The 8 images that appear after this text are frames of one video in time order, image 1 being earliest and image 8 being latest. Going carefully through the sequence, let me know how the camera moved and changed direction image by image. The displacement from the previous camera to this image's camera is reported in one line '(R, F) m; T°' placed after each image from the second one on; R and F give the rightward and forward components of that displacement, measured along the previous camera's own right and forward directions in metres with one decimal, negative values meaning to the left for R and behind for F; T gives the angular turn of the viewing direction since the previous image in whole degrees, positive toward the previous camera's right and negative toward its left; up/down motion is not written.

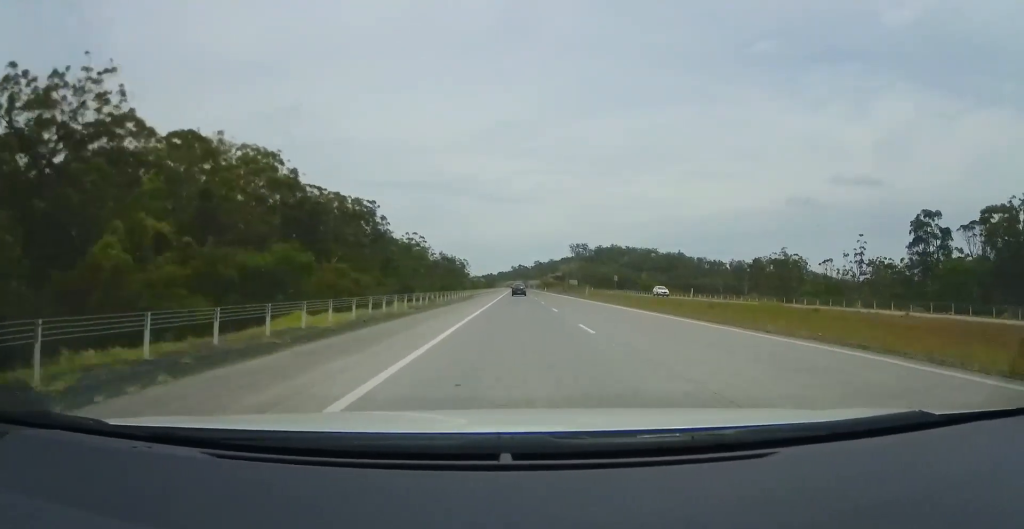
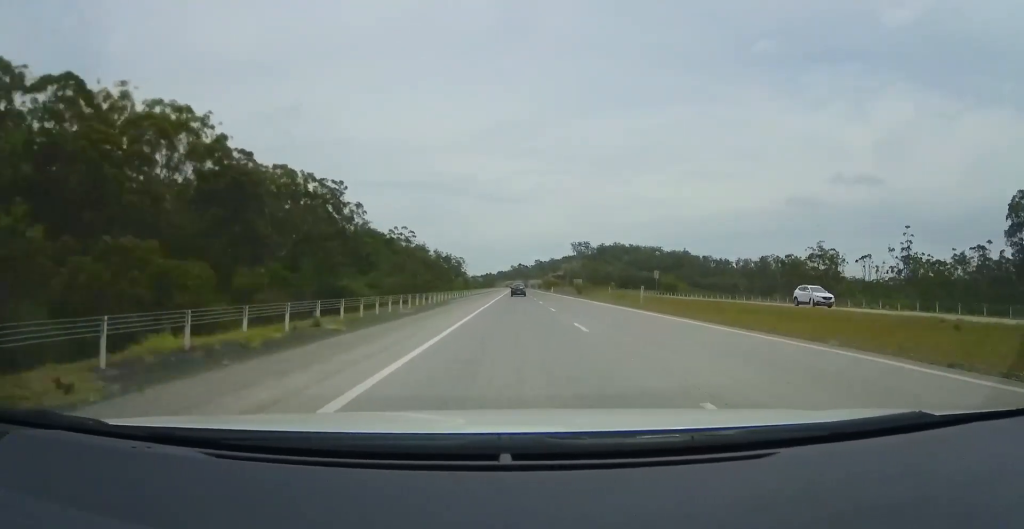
(0.0, +22.6) m; 0°
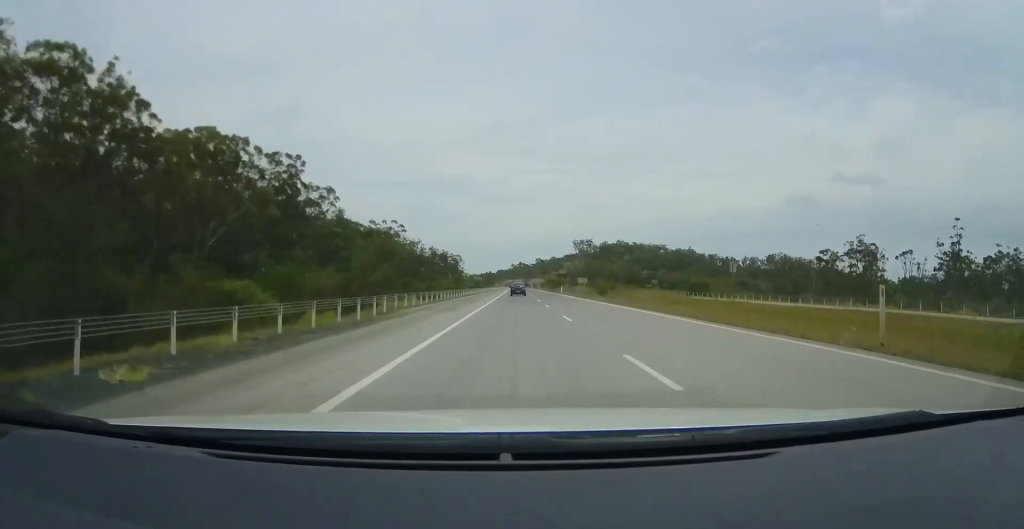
(0.0, +20.3) m; 0°
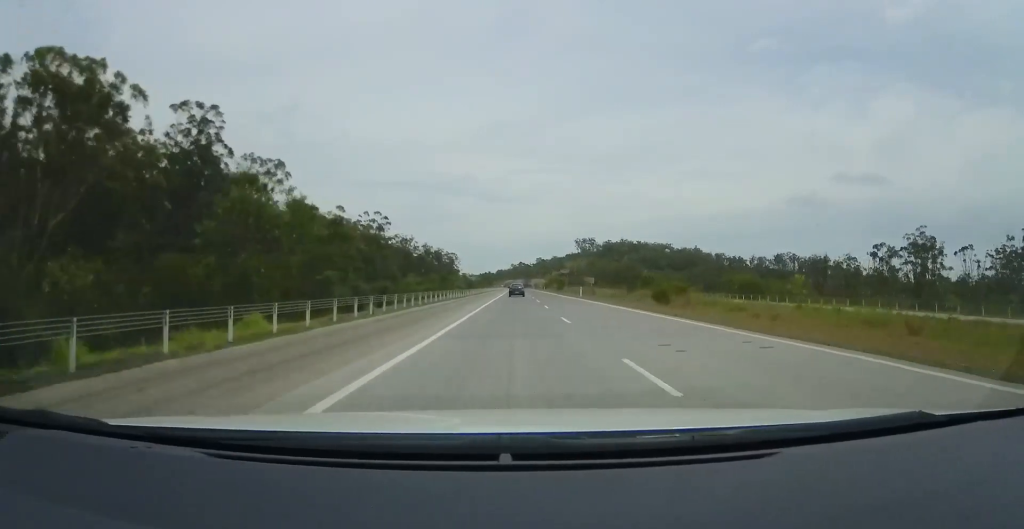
(0.0, +23.9) m; 0°
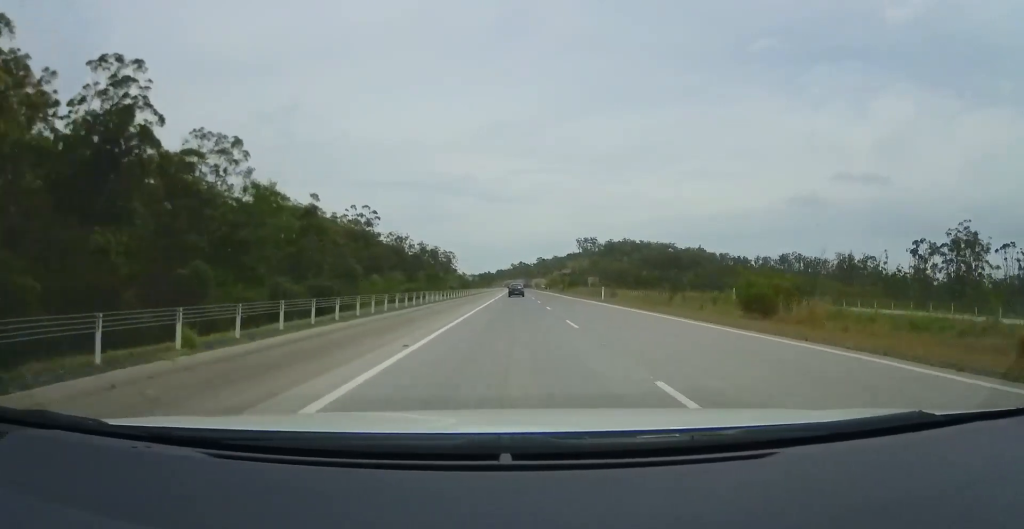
(0.0, +14.4) m; 0°
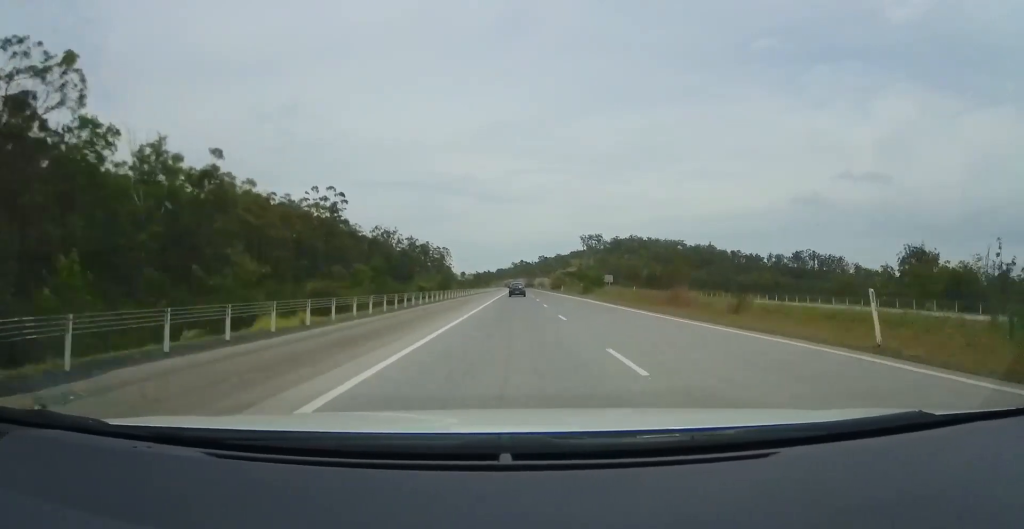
(+0.1, +31.2) m; 0°
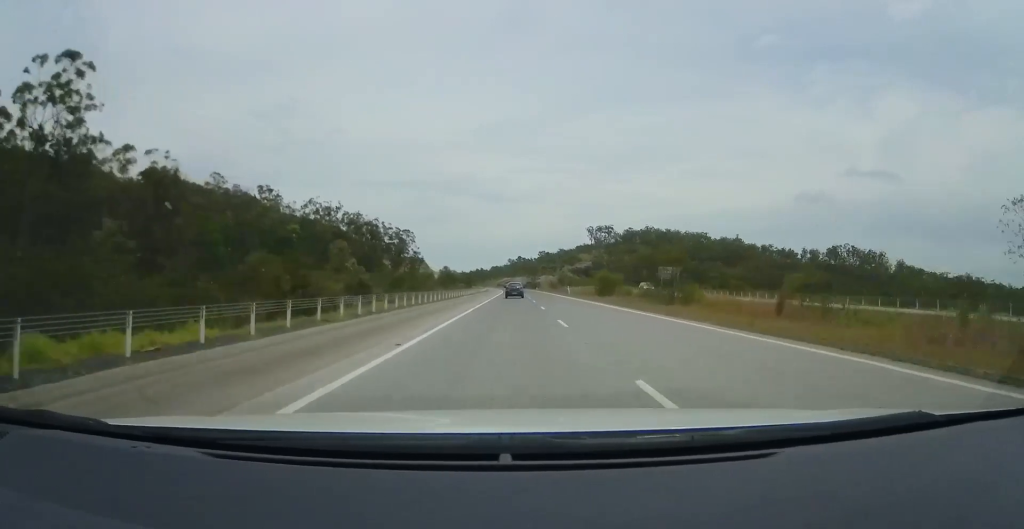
(-0.7, +86.8) m; 0°
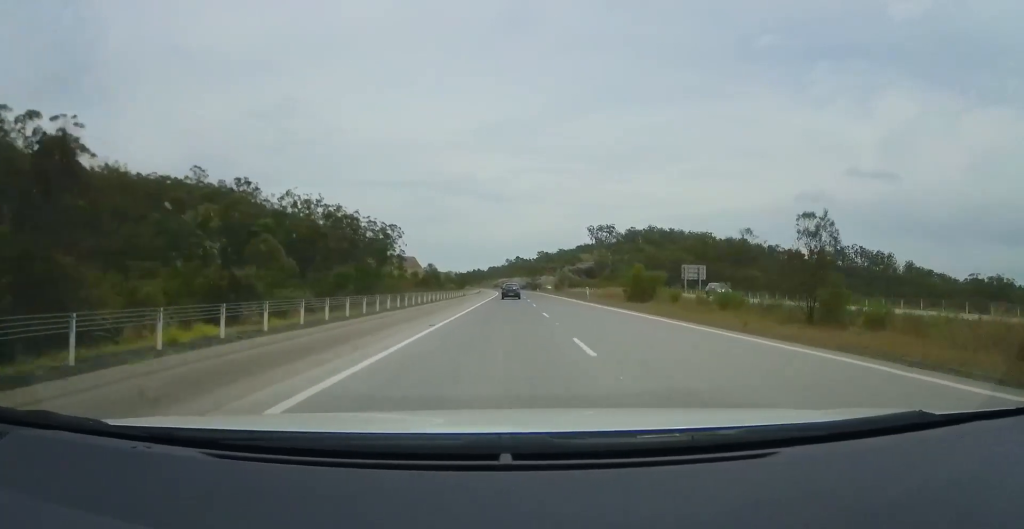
(-0.1, +18.2) m; 0°
